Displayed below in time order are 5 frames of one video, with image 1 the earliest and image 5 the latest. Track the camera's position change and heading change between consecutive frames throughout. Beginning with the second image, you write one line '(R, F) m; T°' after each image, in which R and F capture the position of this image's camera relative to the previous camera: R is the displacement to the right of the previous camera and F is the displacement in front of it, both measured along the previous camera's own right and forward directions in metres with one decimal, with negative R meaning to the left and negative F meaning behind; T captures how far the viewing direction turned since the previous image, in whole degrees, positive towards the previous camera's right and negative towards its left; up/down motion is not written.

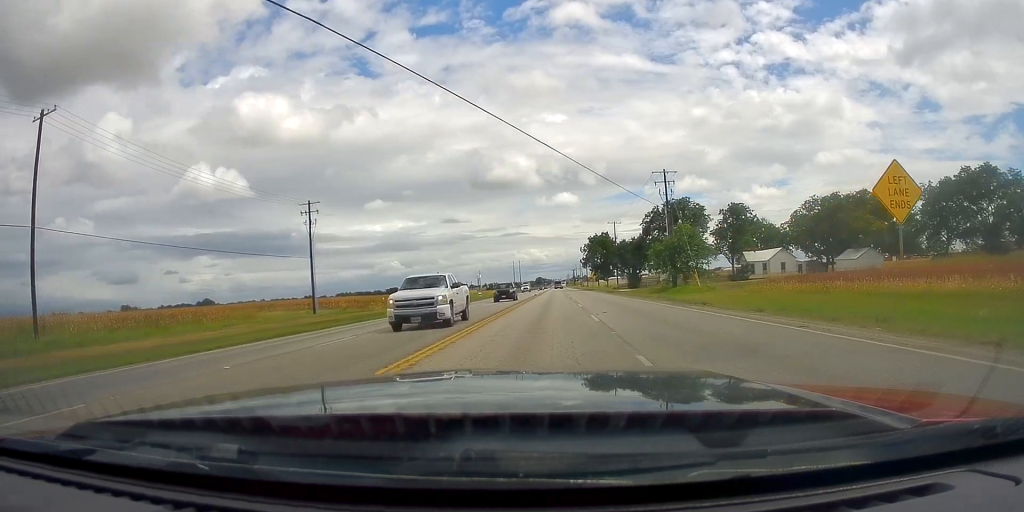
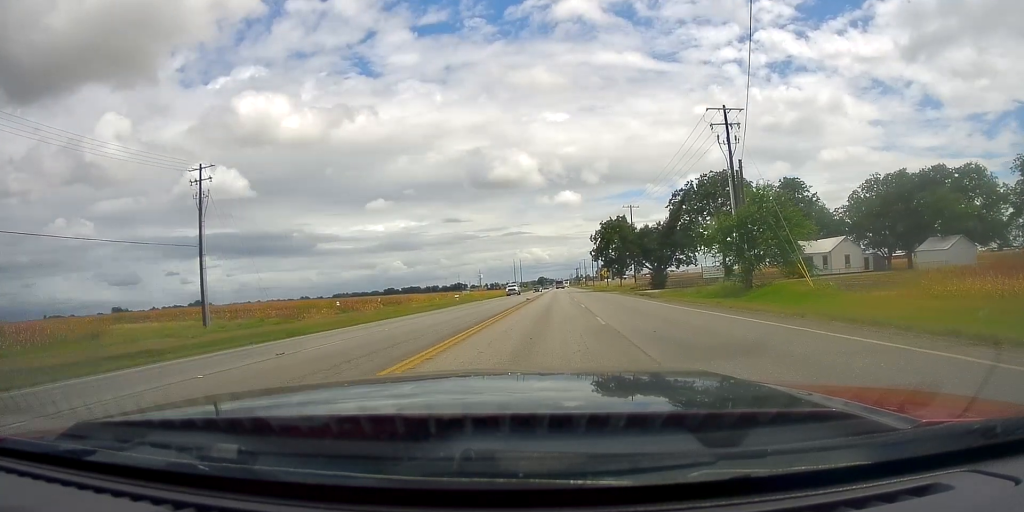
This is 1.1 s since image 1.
(0.0, +26.3) m; 0°
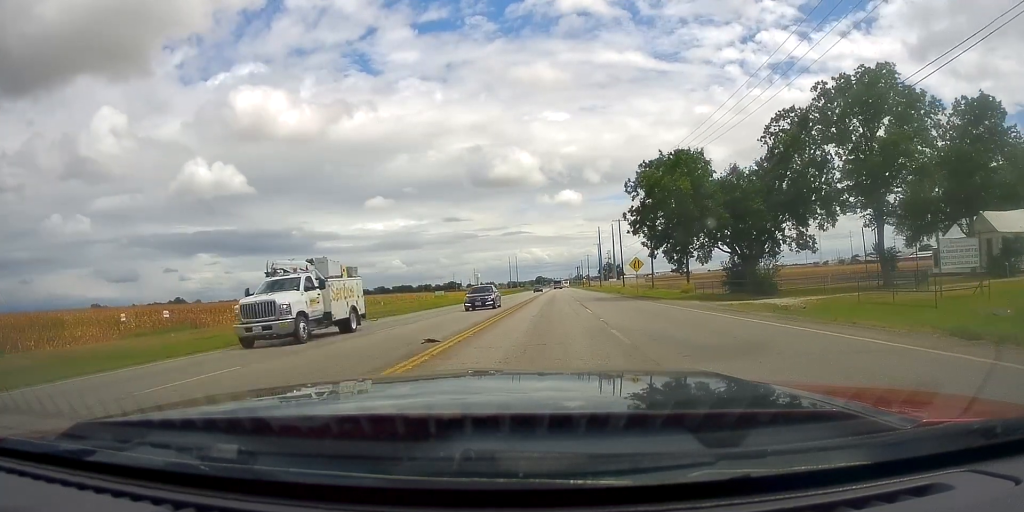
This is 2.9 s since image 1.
(0.0, +43.6) m; 0°
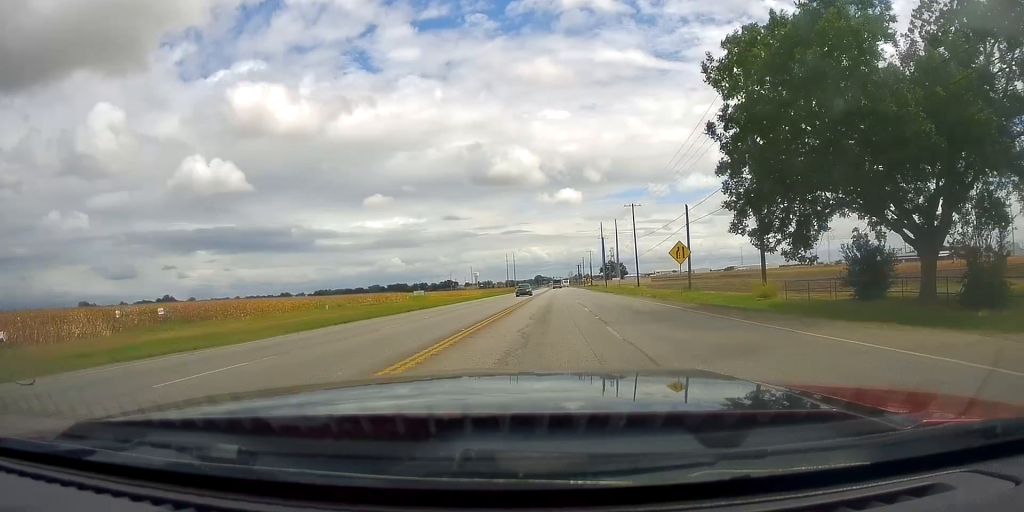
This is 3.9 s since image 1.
(0.0, +23.9) m; 0°
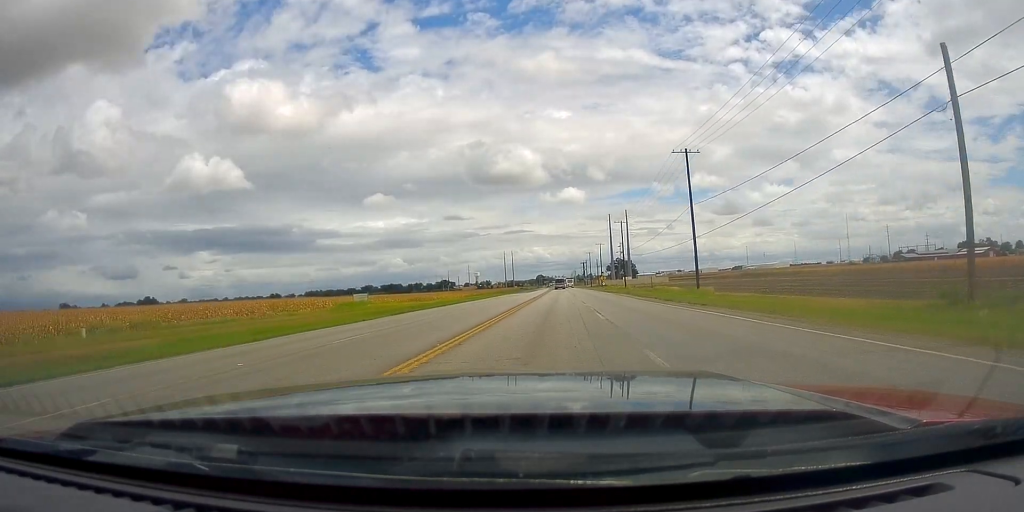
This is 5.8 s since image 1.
(0.0, +44.2) m; 0°
